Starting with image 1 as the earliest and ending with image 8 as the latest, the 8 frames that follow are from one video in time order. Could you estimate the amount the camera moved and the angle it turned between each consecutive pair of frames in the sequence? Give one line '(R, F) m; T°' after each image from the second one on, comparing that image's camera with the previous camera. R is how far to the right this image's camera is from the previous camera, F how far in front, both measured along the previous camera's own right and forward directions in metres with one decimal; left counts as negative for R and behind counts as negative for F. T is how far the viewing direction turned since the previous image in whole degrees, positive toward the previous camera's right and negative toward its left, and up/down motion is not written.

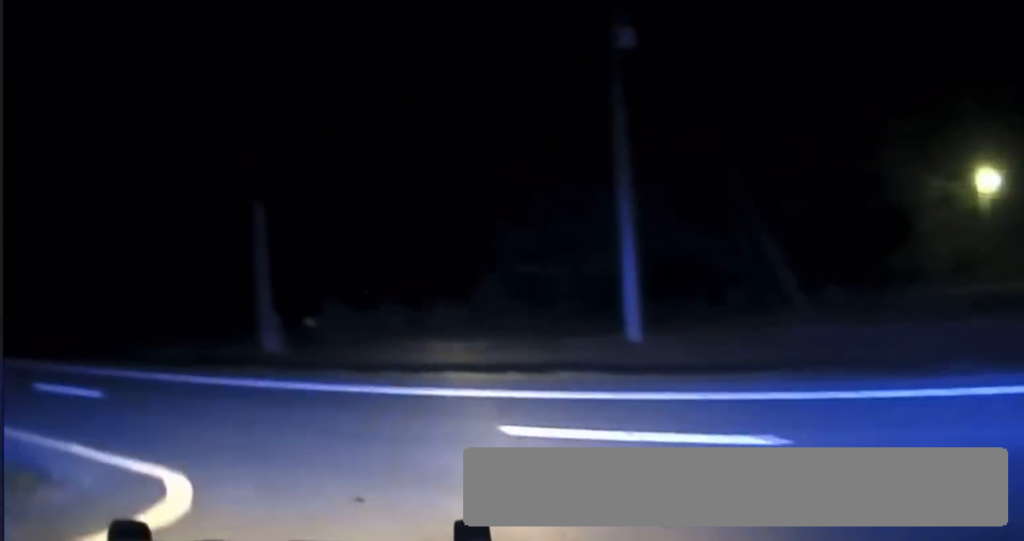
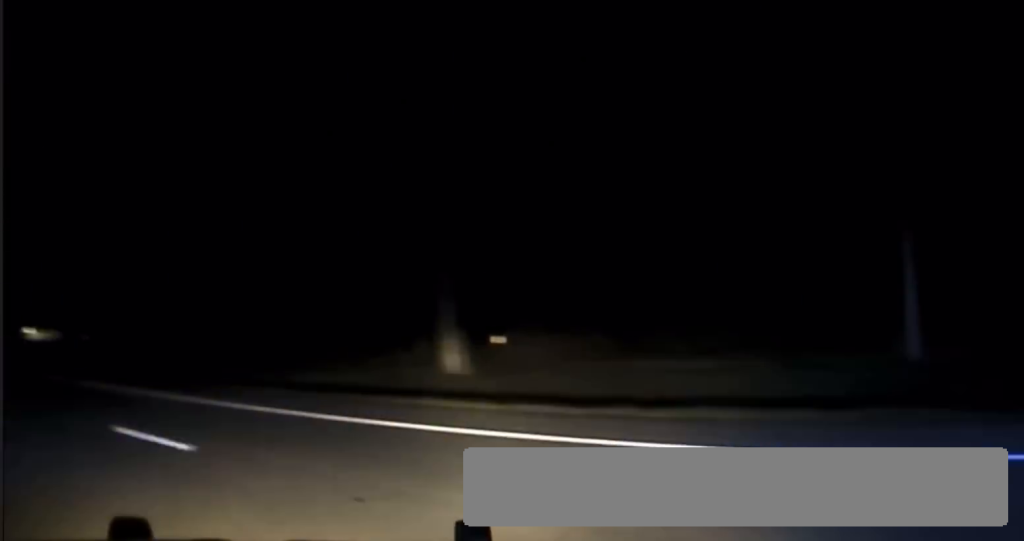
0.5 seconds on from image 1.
(-0.6, +6.7) m; -11°
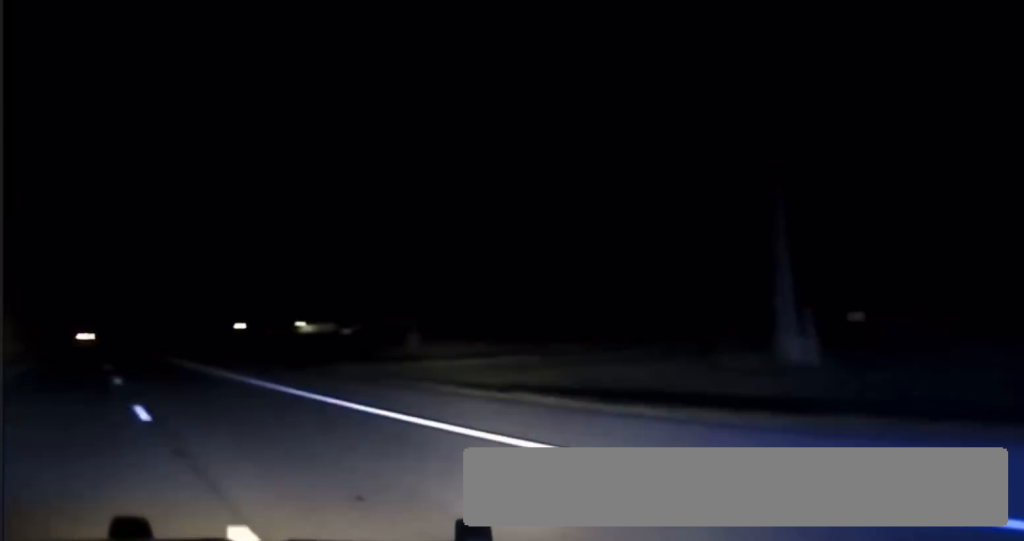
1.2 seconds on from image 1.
(-1.7, +9.2) m; -9°
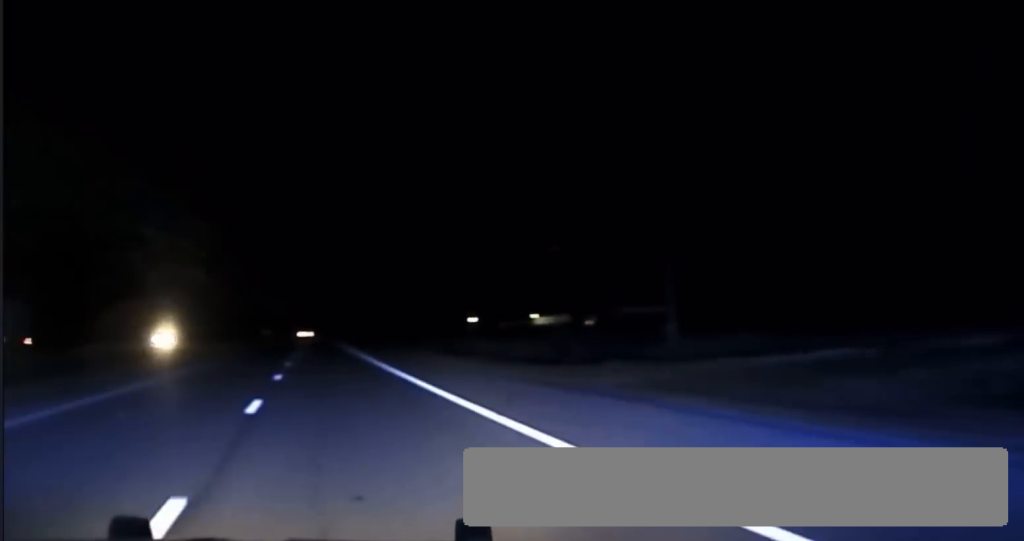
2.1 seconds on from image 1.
(-0.3, +12.4) m; -2°
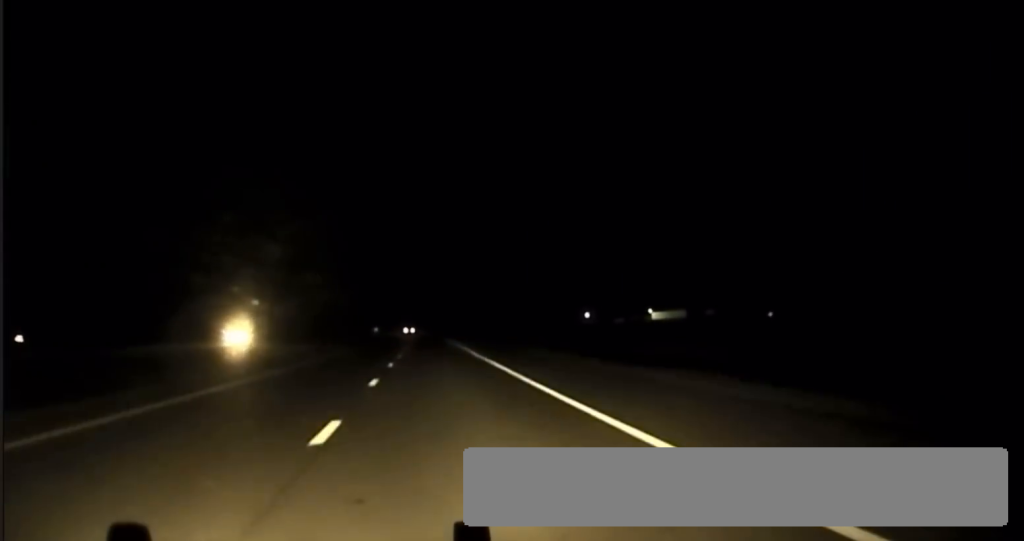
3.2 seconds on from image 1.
(-0.4, +20.2) m; -2°
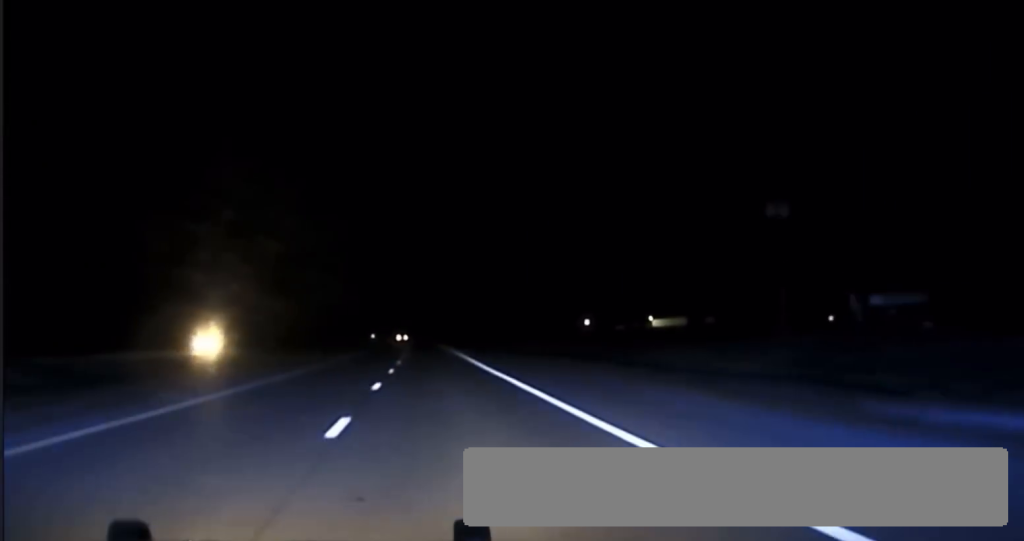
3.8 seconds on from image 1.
(-0.2, +12.5) m; 0°
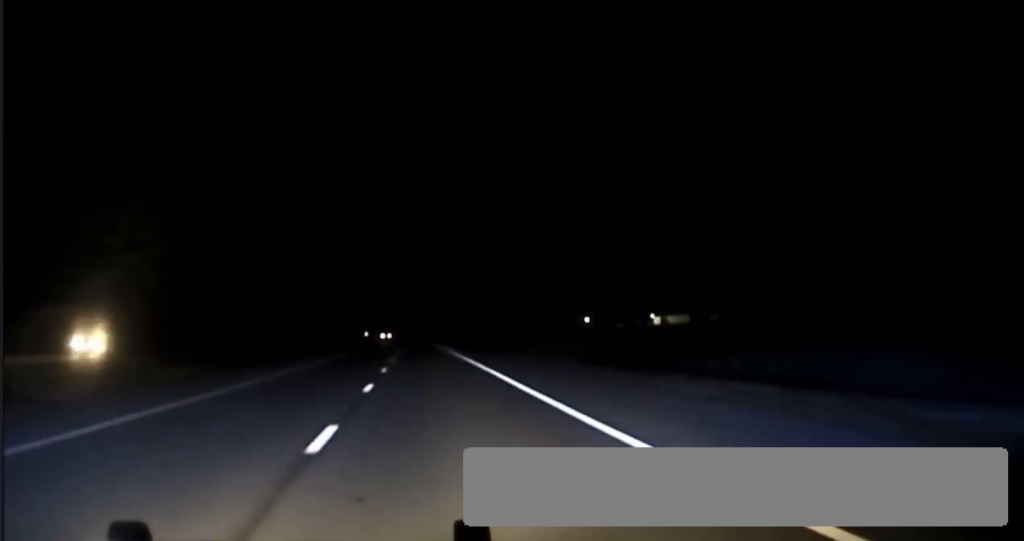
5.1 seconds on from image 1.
(+0.1, +28.8) m; +1°
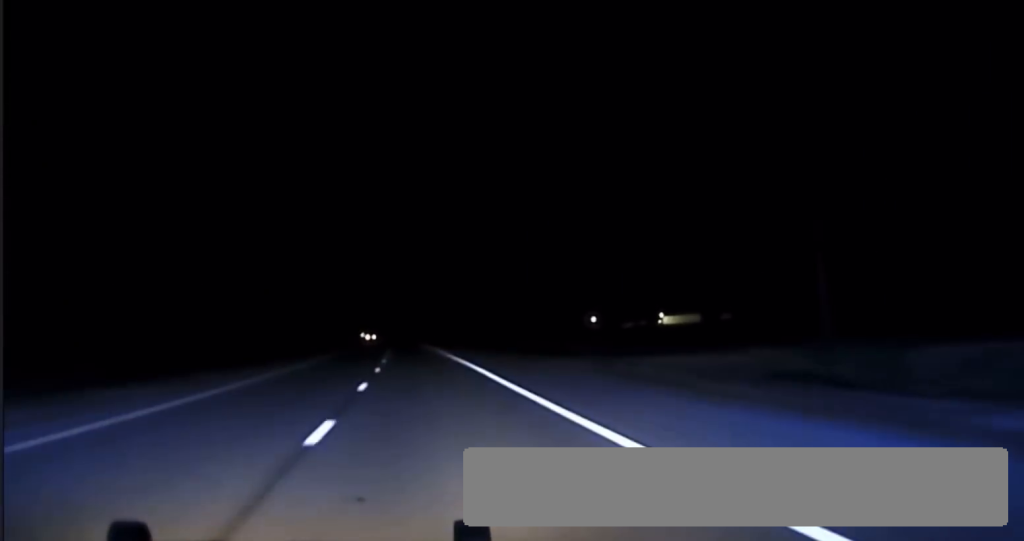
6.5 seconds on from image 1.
(+0.4, +39.4) m; 0°
